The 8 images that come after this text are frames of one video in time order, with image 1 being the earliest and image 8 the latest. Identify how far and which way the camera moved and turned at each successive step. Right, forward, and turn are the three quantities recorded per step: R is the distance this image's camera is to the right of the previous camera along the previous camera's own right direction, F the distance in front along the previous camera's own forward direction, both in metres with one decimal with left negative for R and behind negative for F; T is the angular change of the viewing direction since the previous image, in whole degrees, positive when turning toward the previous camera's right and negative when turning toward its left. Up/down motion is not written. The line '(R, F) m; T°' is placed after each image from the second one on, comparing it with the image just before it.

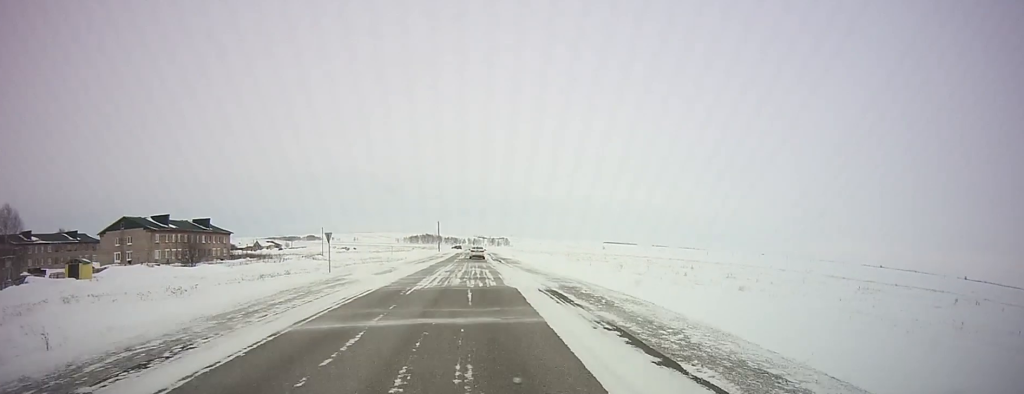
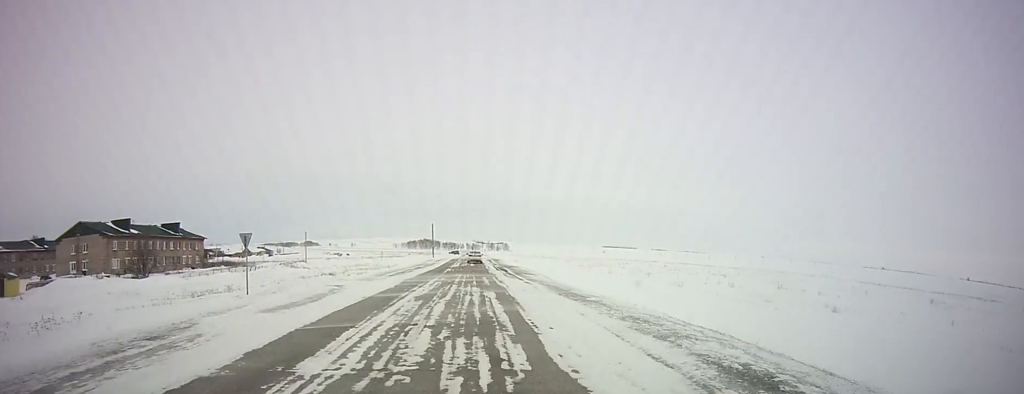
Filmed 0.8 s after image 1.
(0.0, +14.2) m; 0°
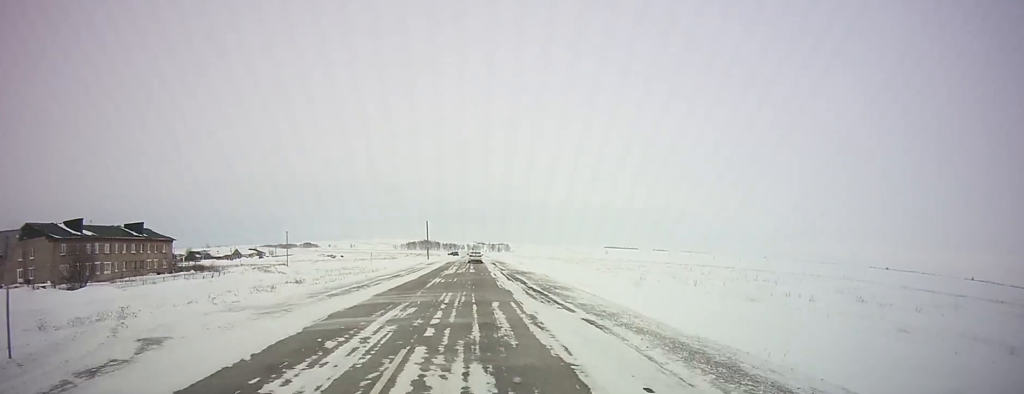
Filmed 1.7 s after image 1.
(+0.1, +14.8) m; 0°
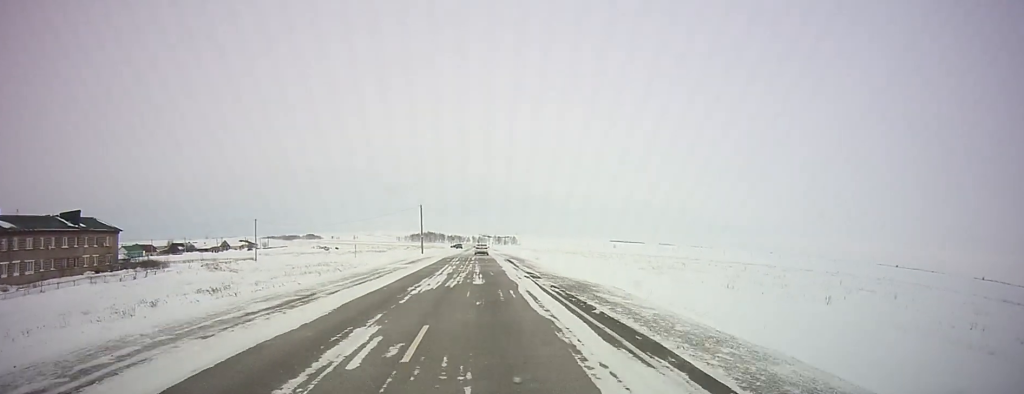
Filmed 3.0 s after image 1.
(0.0, +21.8) m; 0°
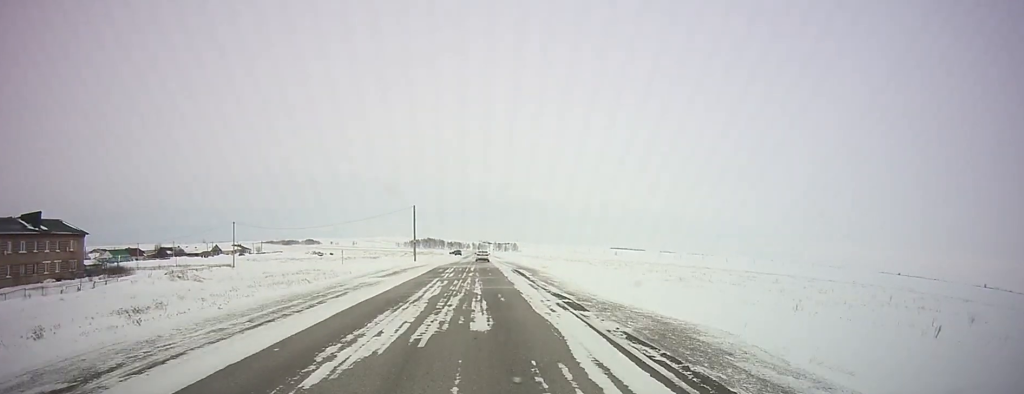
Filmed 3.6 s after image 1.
(0.0, +10.3) m; 0°
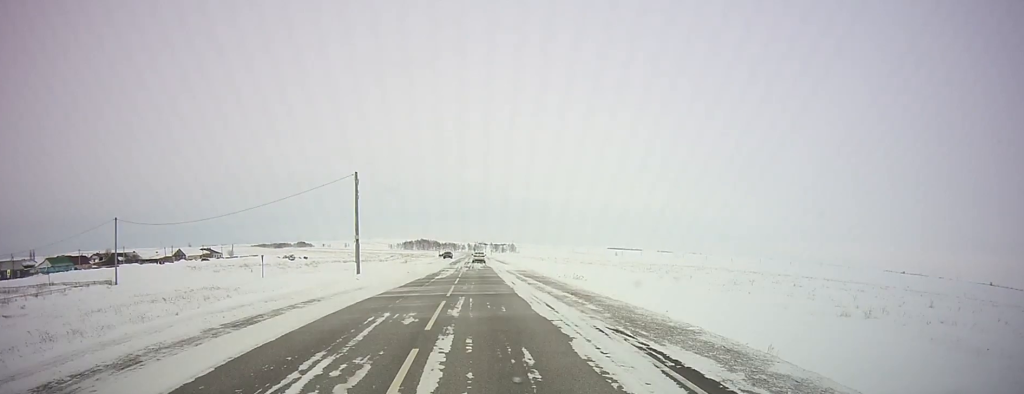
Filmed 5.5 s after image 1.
(-0.3, +33.8) m; -1°
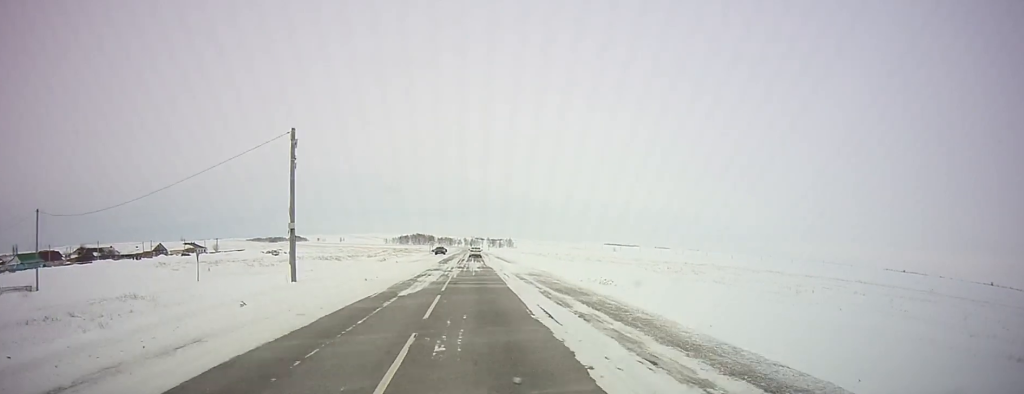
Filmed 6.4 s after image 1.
(0.0, +14.3) m; 0°
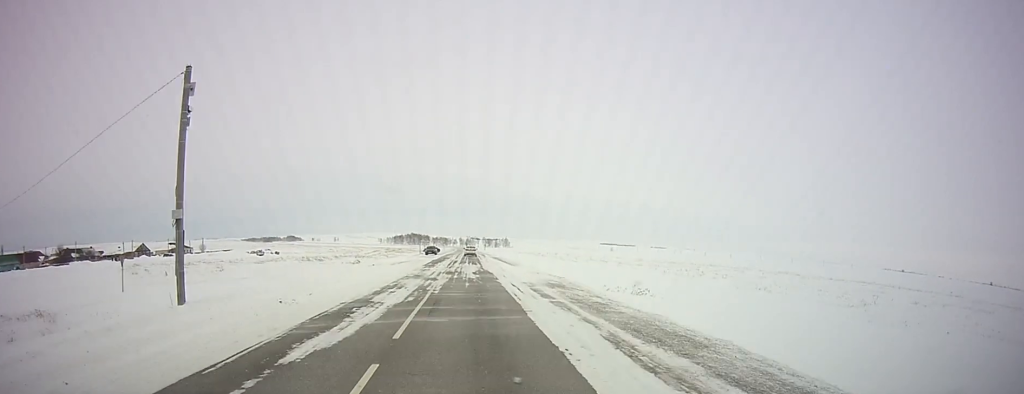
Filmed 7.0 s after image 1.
(-0.1, +10.8) m; +1°
